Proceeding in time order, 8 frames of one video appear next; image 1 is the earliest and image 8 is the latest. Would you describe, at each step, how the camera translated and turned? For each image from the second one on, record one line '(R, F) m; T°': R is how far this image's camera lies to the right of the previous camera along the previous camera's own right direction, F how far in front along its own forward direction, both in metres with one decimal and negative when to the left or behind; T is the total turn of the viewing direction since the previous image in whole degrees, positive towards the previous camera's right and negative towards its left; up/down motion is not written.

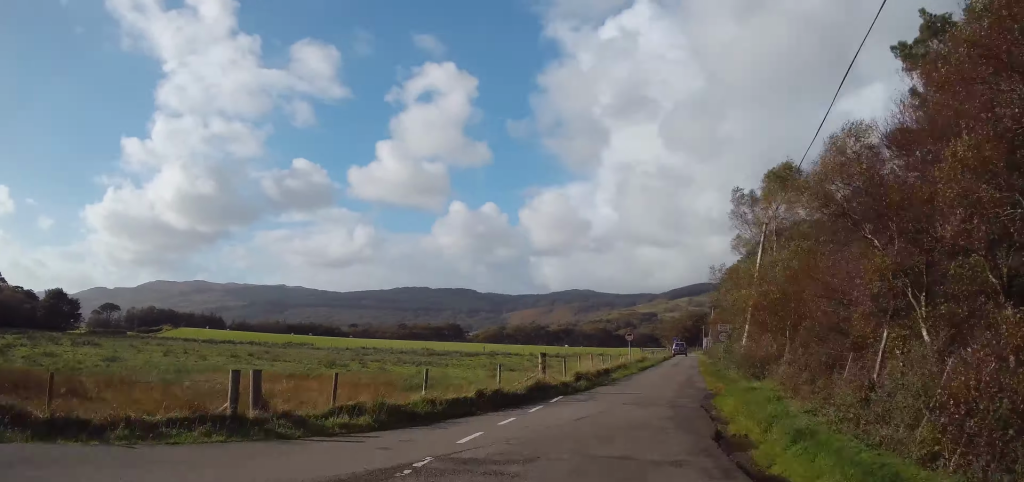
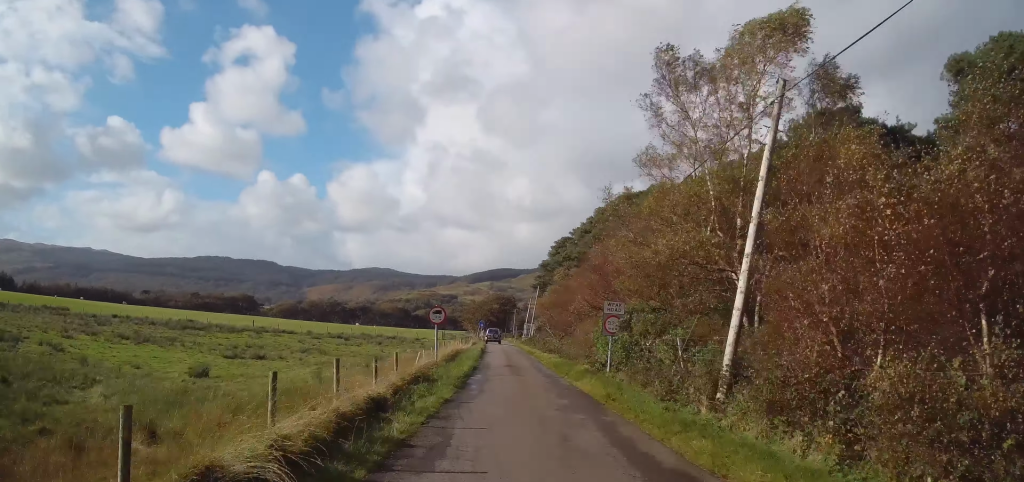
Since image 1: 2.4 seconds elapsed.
(+2.0, +17.6) m; +8°
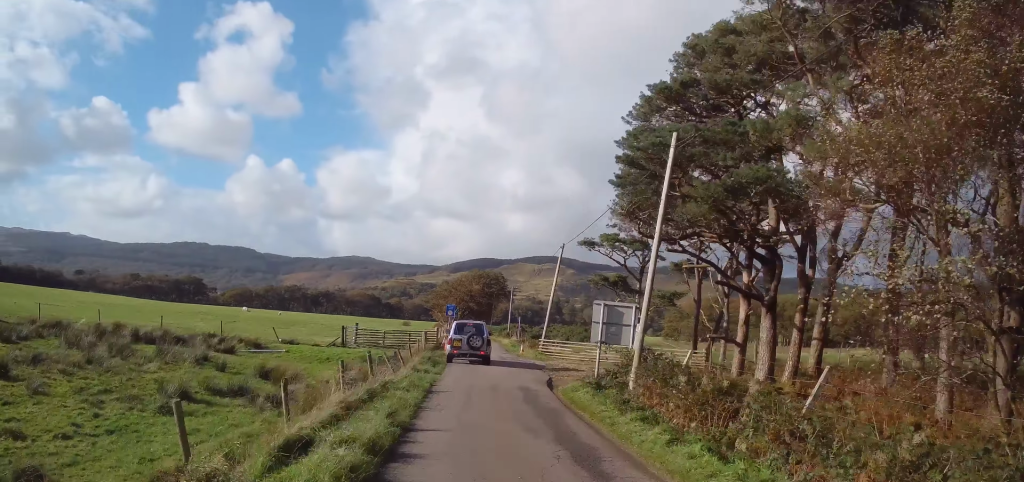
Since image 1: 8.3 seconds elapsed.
(+2.0, +41.9) m; +4°
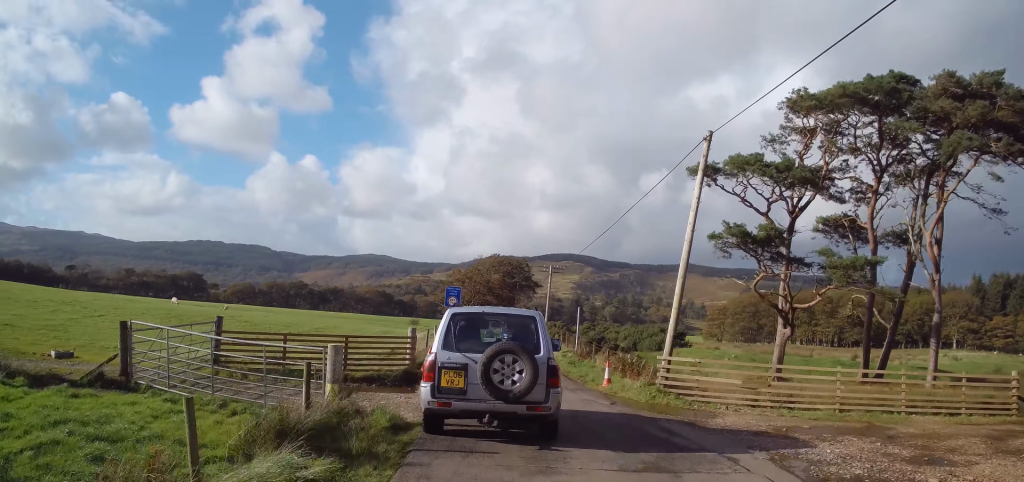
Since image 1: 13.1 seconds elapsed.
(+0.5, +26.3) m; +1°
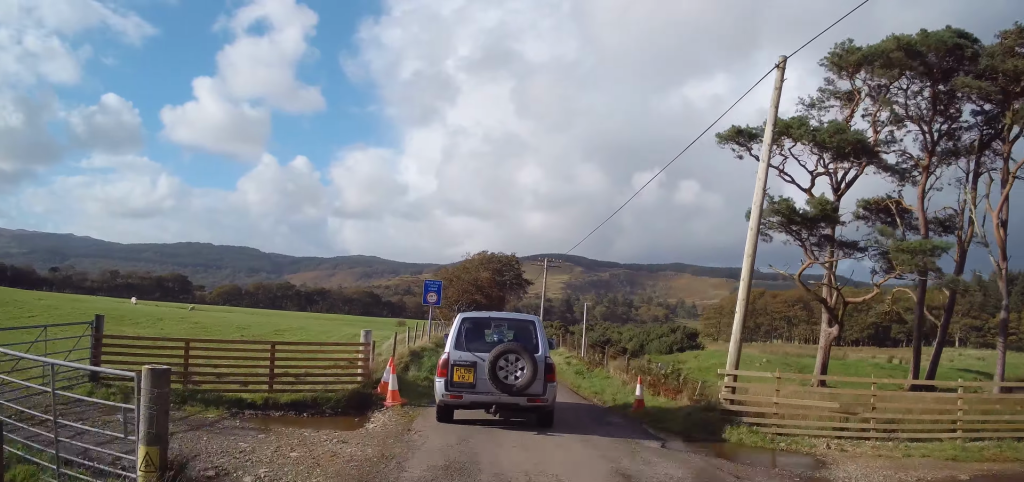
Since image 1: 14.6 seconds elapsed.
(-0.1, +7.8) m; 0°
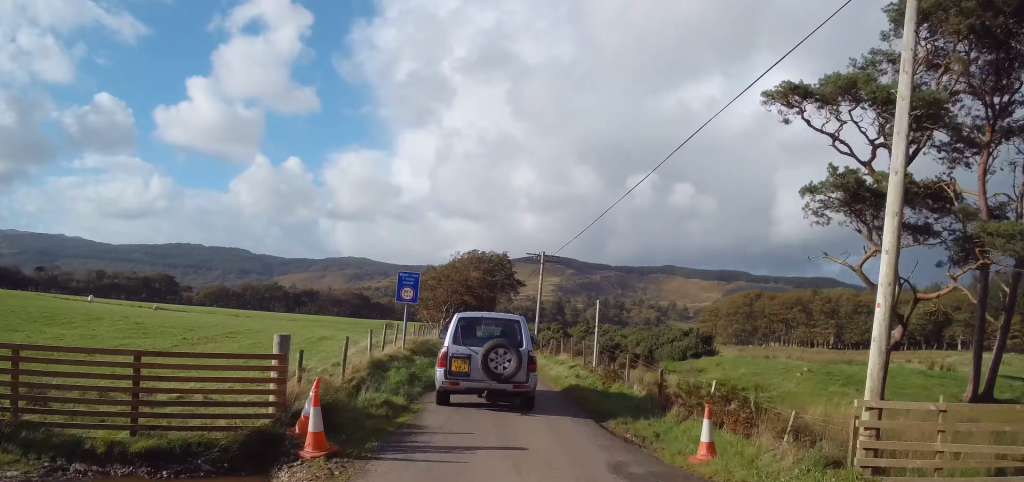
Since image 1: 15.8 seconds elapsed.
(-0.2, +6.5) m; -1°
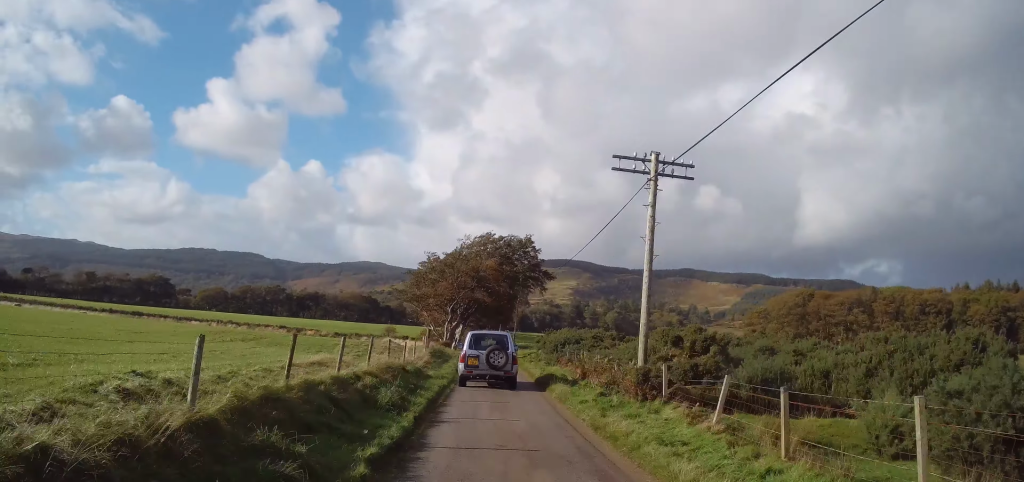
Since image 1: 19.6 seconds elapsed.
(0.0, +22.1) m; -1°
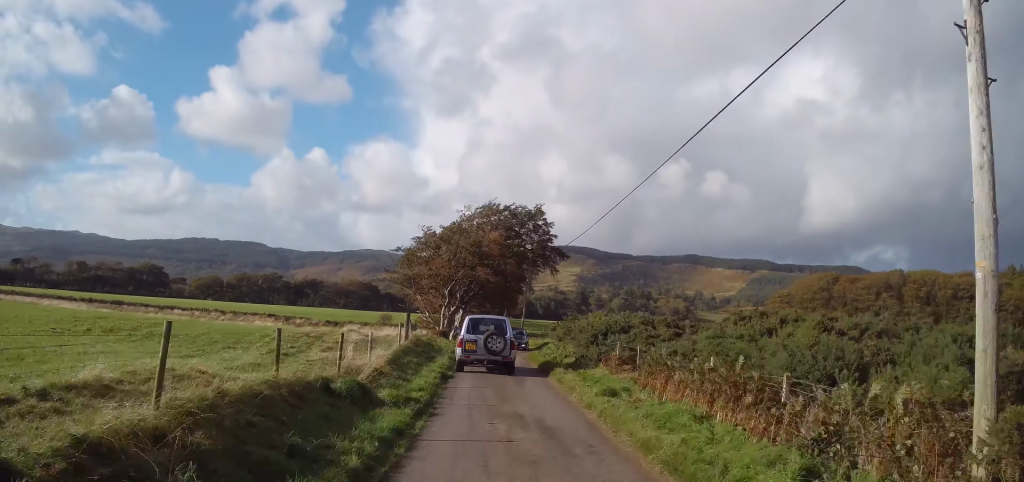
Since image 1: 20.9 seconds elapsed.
(-0.1, +8.5) m; 0°
